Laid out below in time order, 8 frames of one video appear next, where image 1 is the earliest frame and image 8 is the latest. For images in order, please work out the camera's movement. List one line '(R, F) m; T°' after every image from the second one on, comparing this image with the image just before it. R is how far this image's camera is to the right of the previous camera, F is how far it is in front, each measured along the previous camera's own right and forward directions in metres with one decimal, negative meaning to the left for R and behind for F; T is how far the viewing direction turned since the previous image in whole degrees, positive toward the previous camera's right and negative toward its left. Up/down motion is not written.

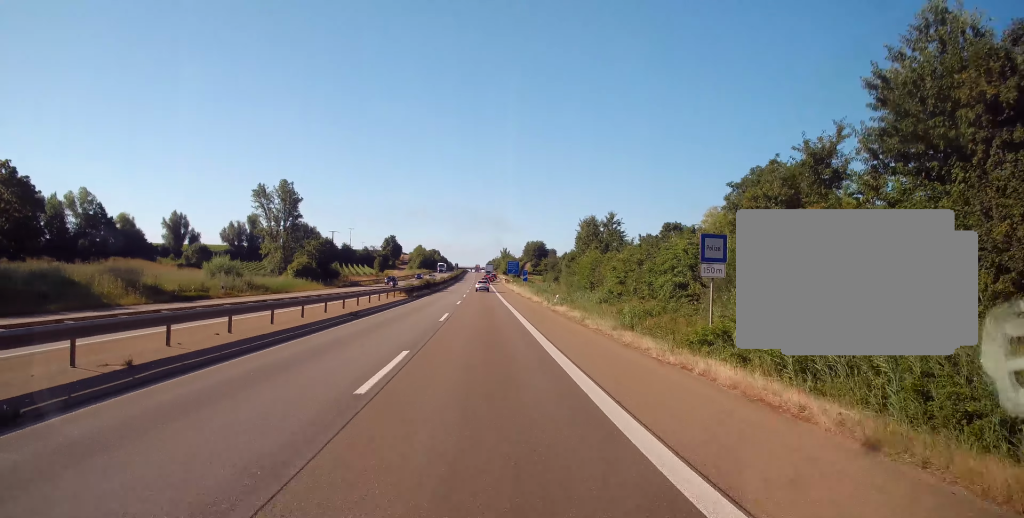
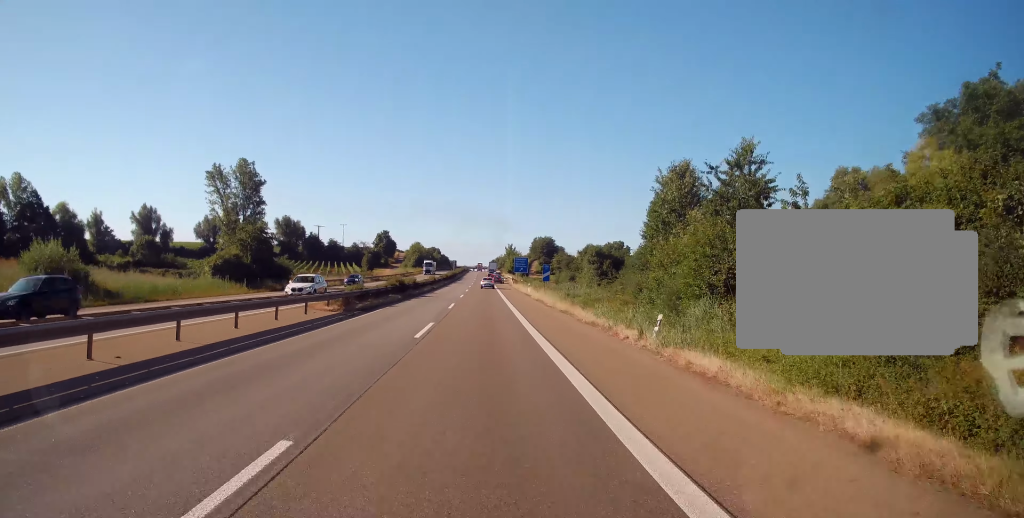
(0.0, +26.6) m; 0°
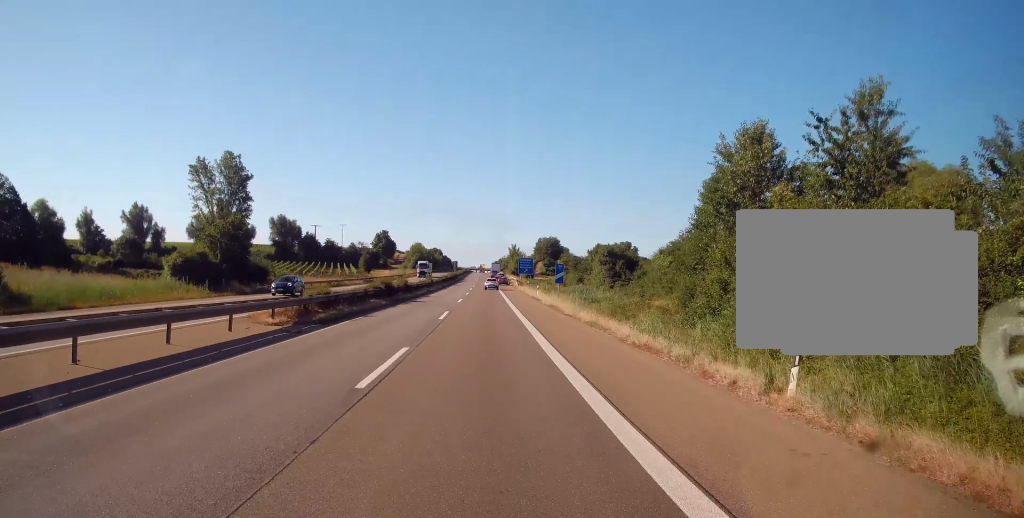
(0.0, +8.5) m; +1°
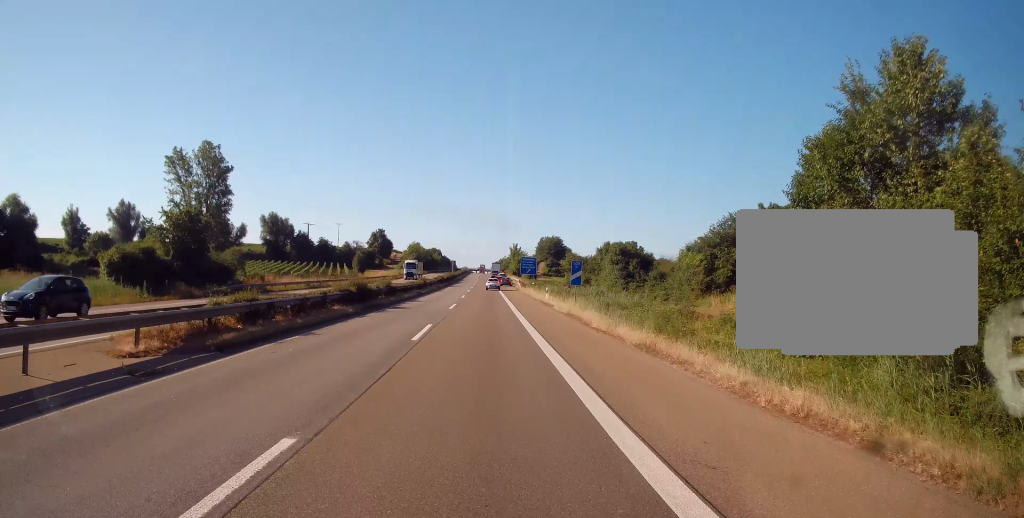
(+0.2, +8.6) m; 0°
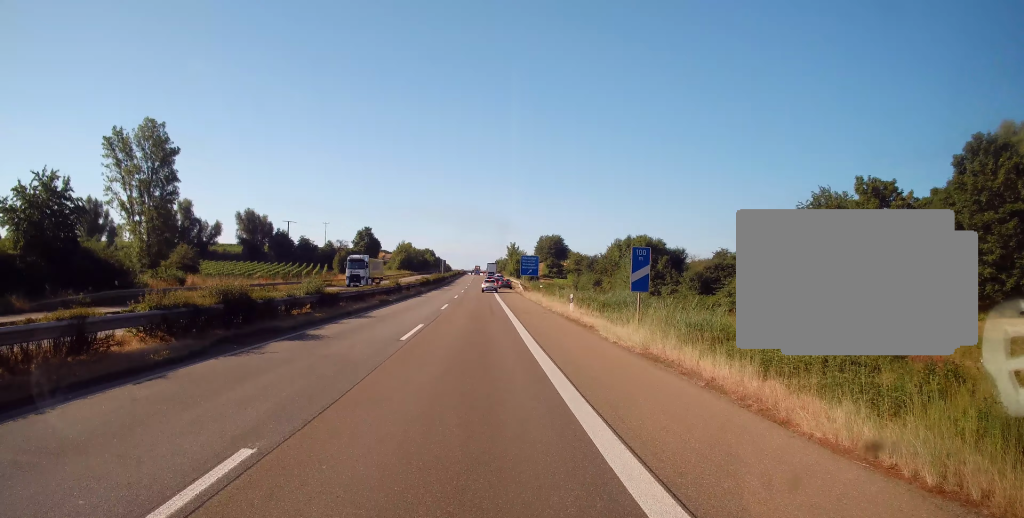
(-0.2, +17.0) m; -2°
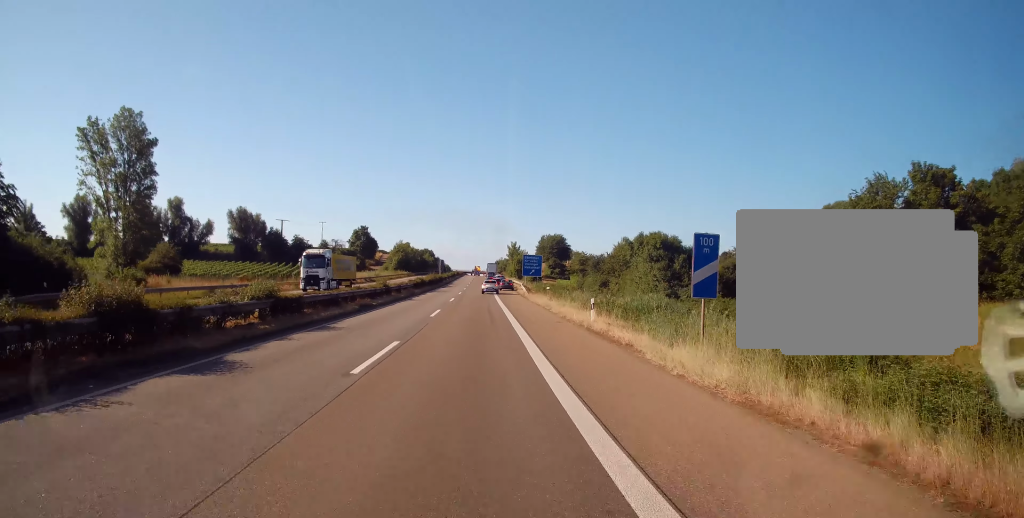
(-0.1, +6.3) m; 0°
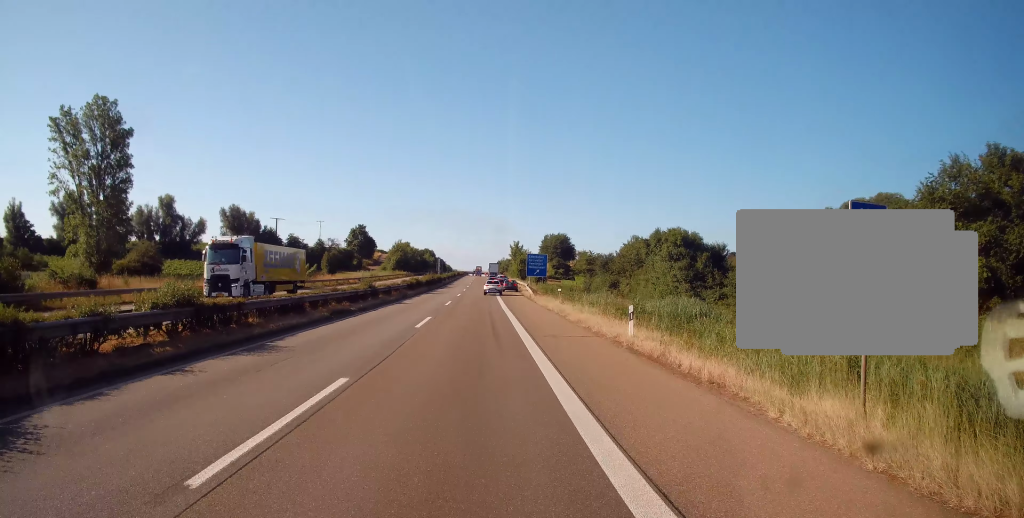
(0.0, +6.4) m; 0°
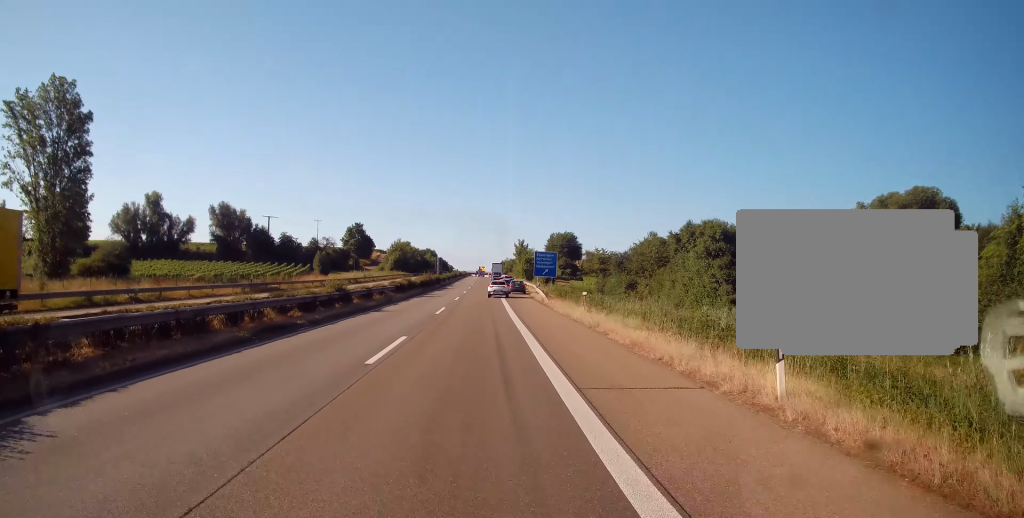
(0.0, +9.1) m; 0°
